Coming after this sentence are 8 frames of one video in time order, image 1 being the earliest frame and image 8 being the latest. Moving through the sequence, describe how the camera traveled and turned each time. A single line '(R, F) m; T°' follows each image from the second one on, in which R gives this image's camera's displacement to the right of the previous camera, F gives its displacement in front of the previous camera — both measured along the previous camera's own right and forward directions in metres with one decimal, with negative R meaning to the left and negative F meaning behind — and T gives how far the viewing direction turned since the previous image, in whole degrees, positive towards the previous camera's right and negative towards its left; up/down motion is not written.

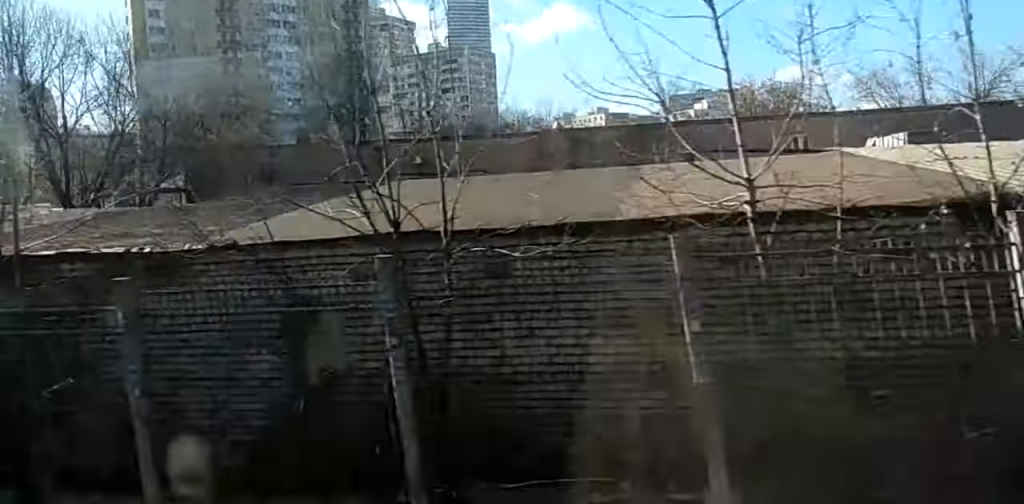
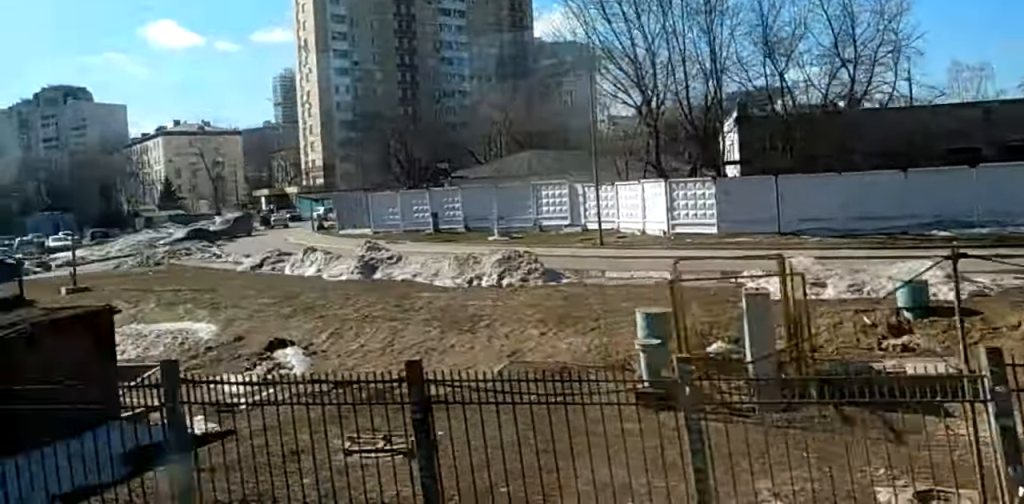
(+0.1, +31.6) m; -1°
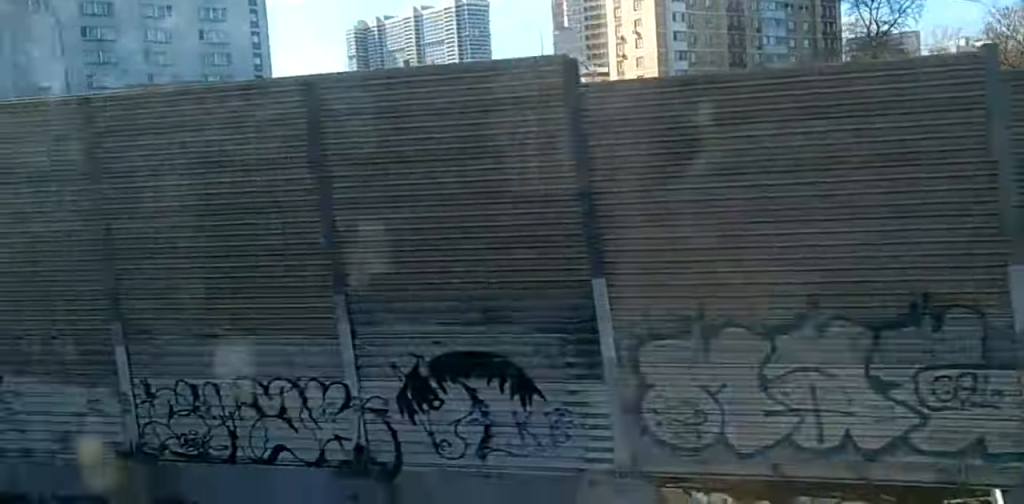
(+0.5, +48.9) m; +1°
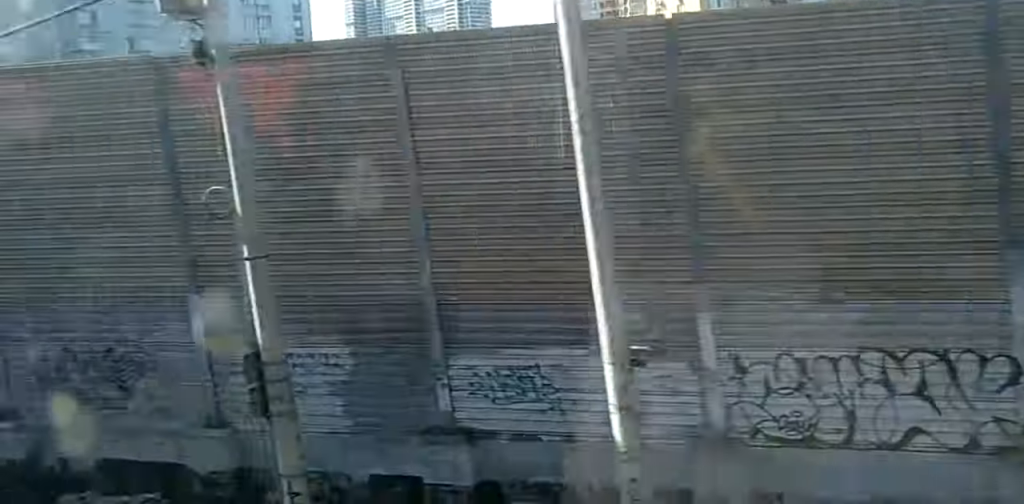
(0.0, +6.9) m; 0°
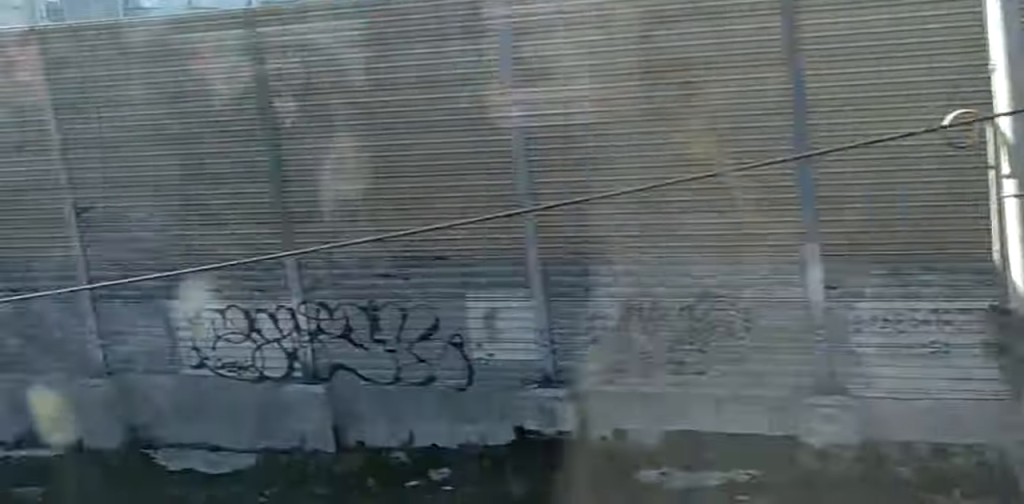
(0.0, +6.9) m; 0°
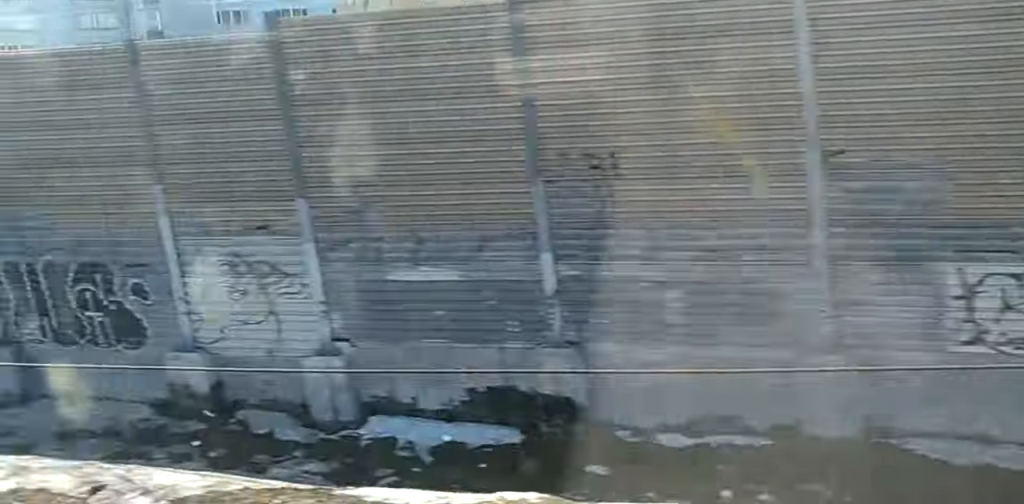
(0.0, +9.1) m; 0°
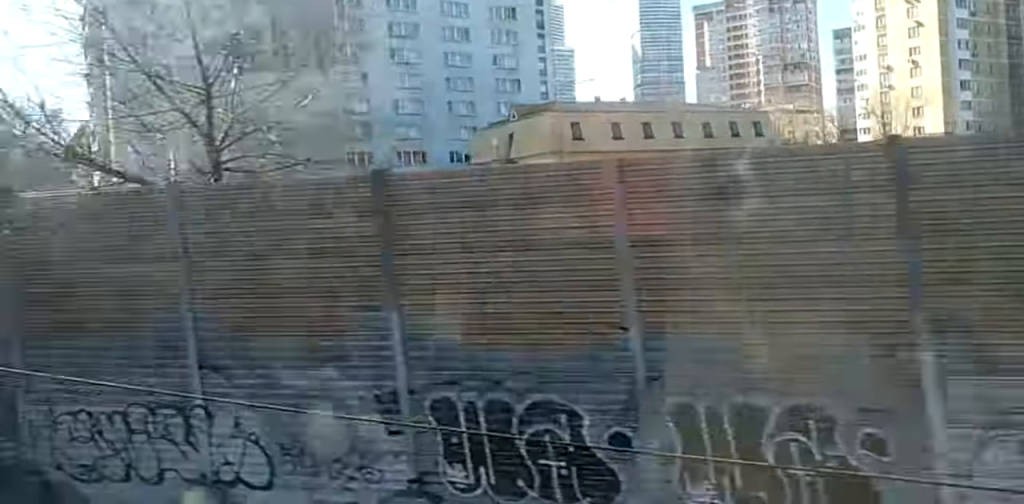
(-0.2, +8.5) m; +1°
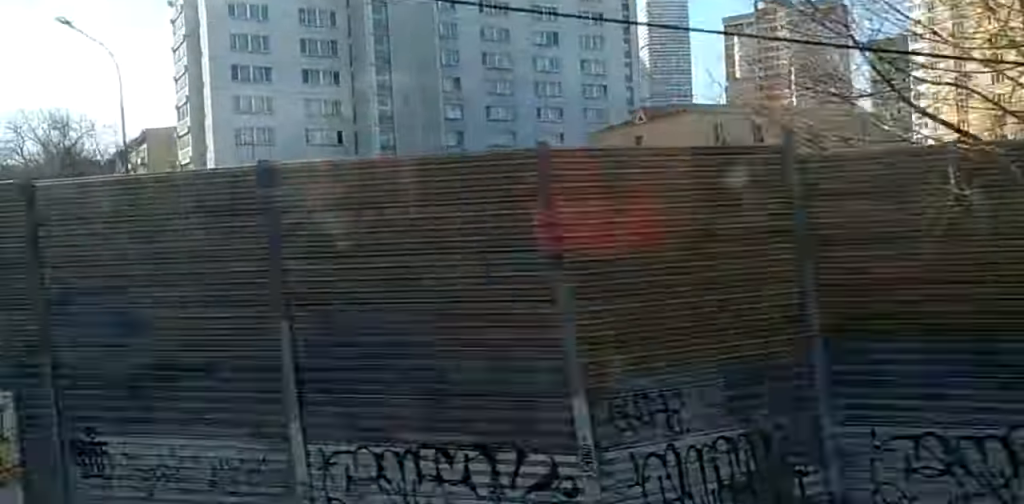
(0.0, +10.9) m; +1°
